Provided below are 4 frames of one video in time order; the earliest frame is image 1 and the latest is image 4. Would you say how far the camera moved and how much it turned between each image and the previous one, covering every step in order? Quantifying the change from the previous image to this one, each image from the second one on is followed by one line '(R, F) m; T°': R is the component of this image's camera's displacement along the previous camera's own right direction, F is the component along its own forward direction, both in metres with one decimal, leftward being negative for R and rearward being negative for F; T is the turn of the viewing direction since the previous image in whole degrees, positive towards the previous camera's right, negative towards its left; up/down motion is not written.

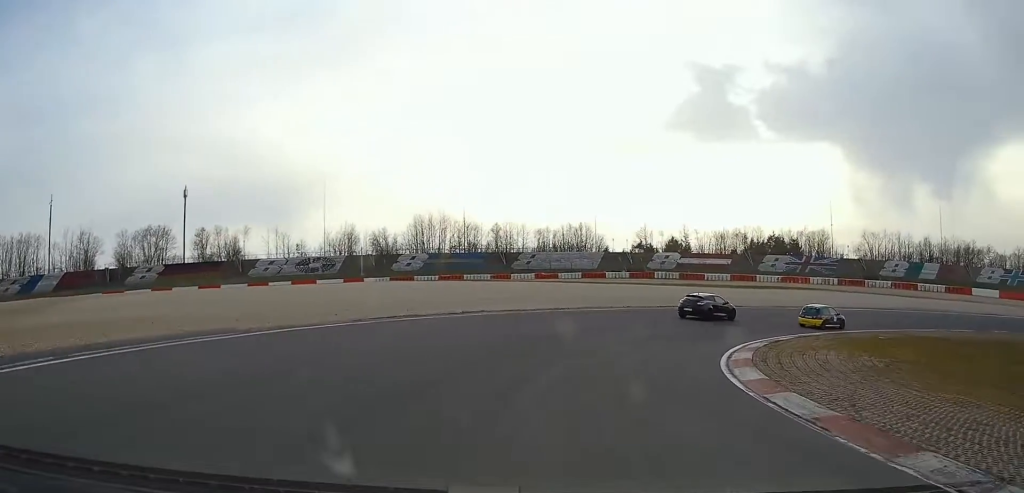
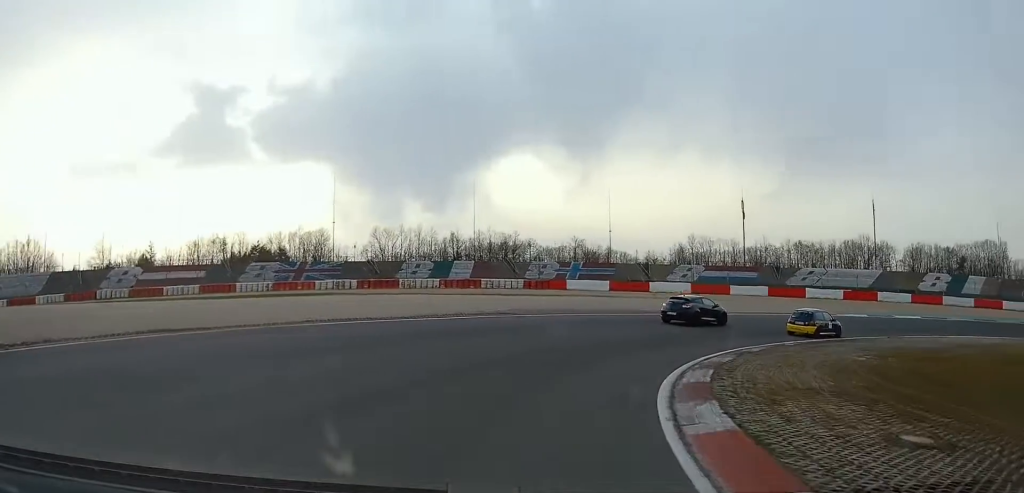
(+11.4, +30.2) m; +40°
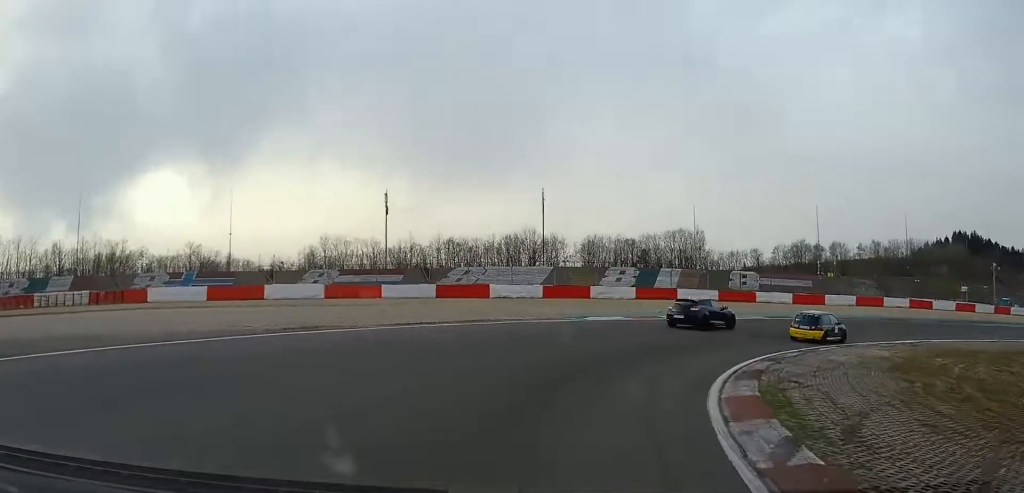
(+4.3, +19.1) m; +34°
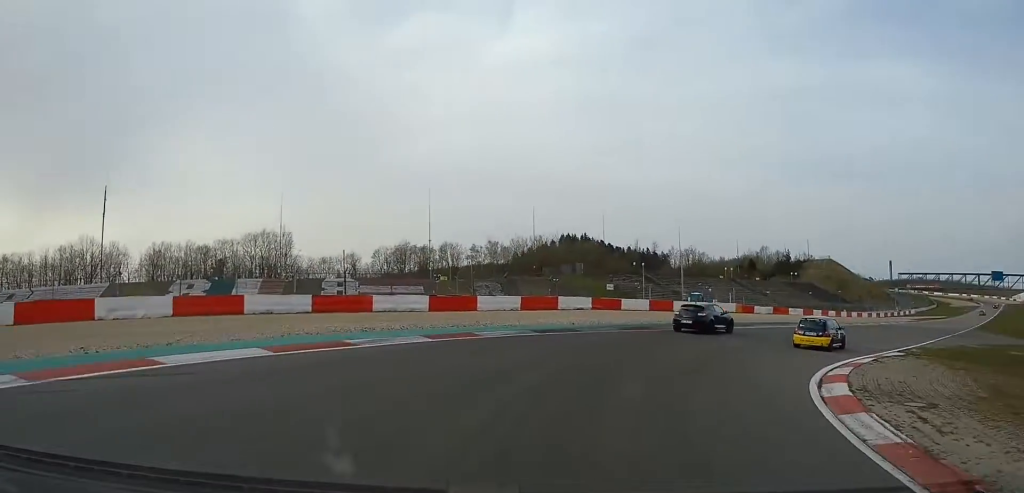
(+9.3, +20.5) m; +44°
